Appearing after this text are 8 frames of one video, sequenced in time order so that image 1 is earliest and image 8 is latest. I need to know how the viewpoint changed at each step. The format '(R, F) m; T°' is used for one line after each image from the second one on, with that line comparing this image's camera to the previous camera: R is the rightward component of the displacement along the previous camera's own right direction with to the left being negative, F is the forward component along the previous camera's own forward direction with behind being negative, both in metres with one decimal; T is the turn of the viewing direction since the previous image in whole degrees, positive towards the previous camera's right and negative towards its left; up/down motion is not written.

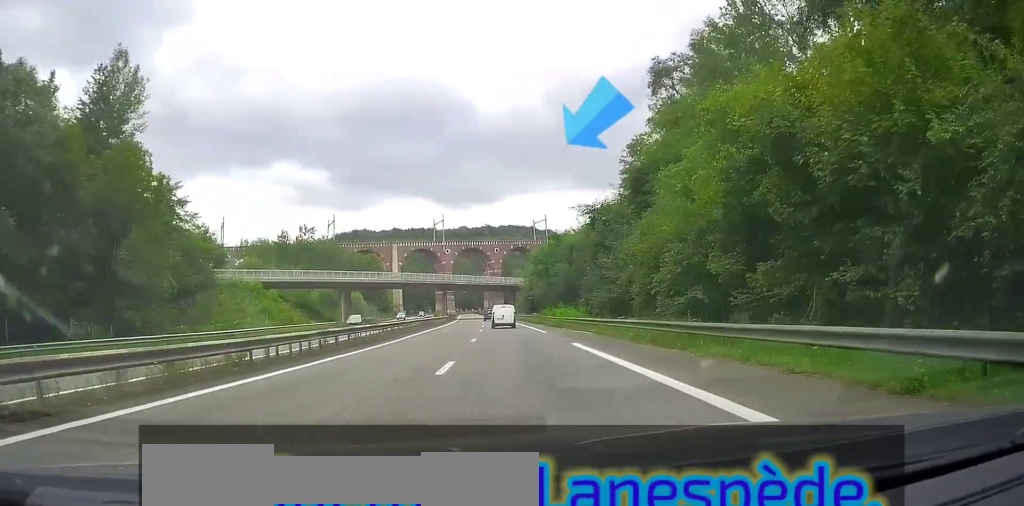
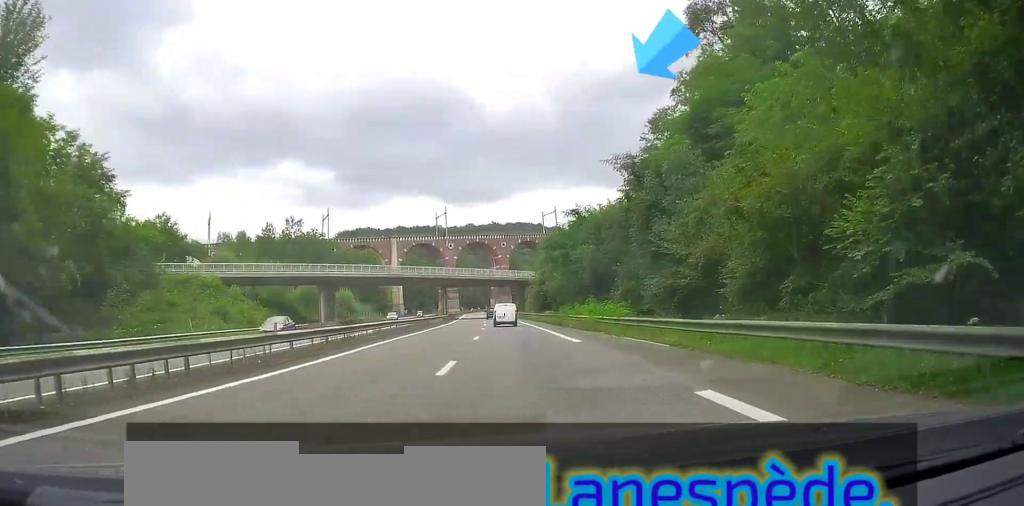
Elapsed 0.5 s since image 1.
(0.0, +13.3) m; 0°
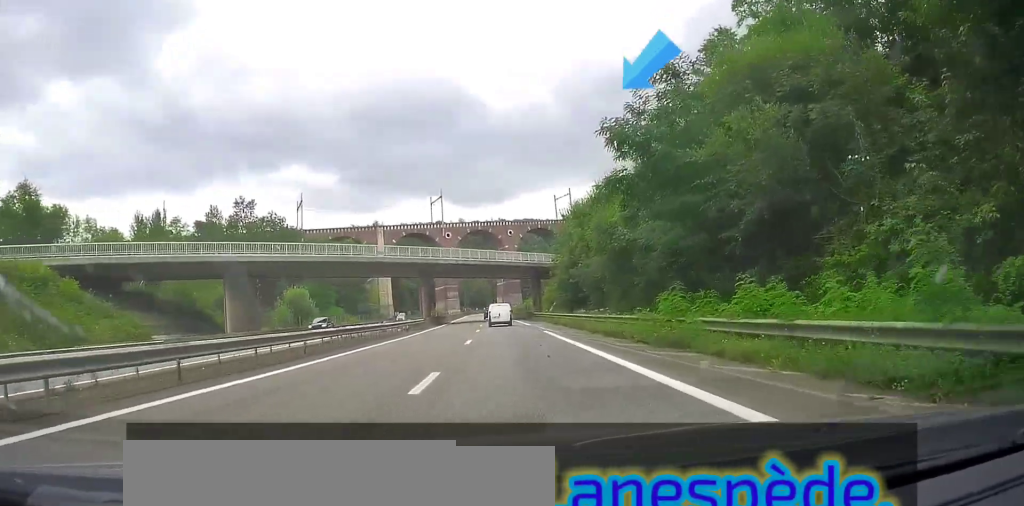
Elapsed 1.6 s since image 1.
(0.0, +28.3) m; 0°
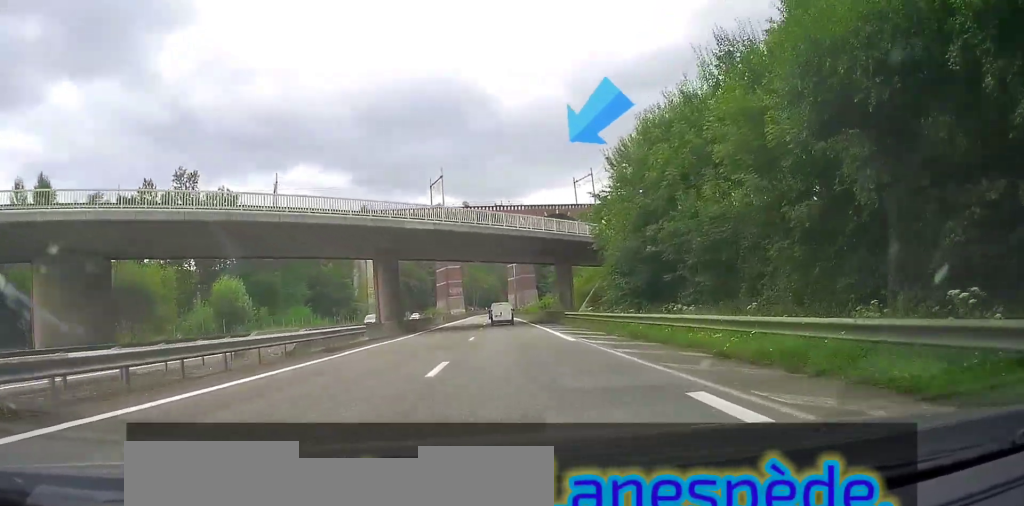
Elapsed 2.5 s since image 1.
(0.0, +23.8) m; 0°
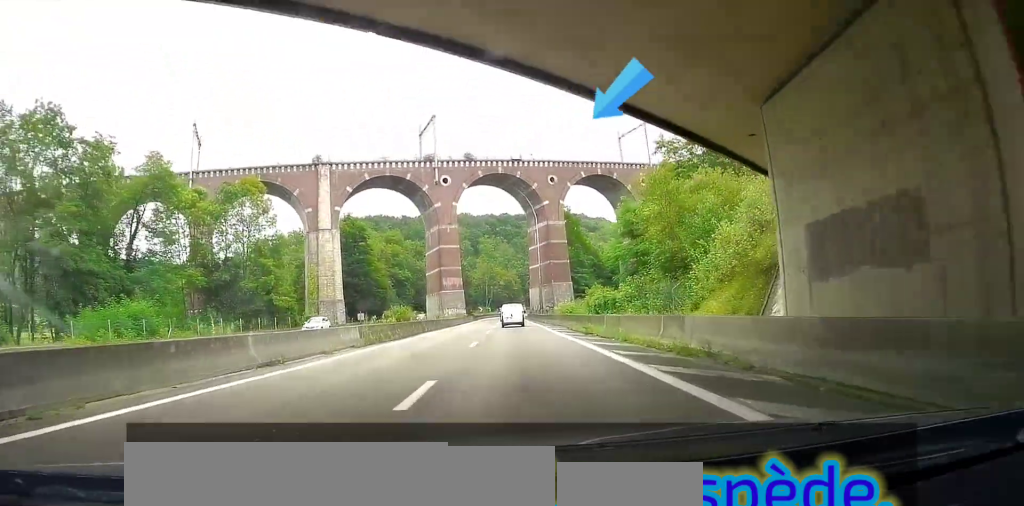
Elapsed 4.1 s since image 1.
(0.0, +42.3) m; 0°
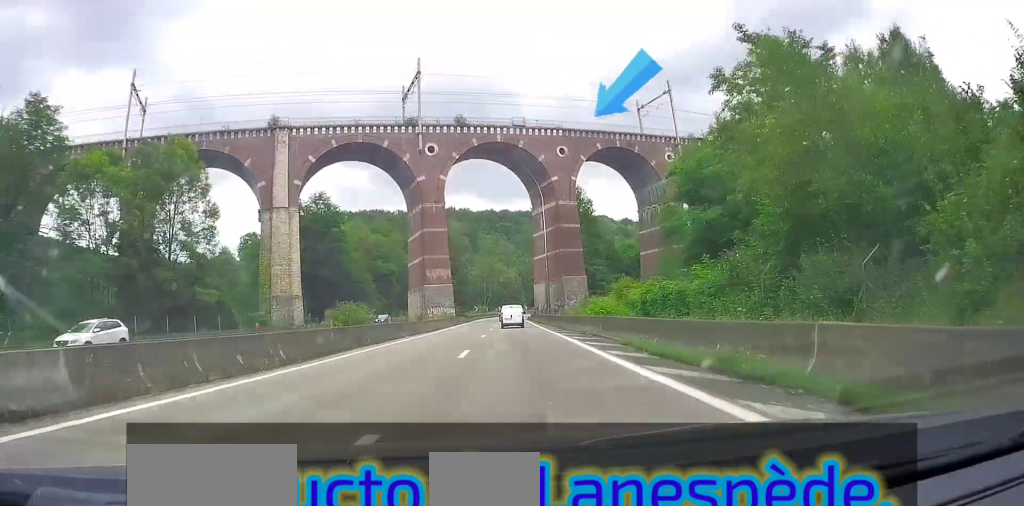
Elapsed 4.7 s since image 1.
(0.0, +17.2) m; 0°
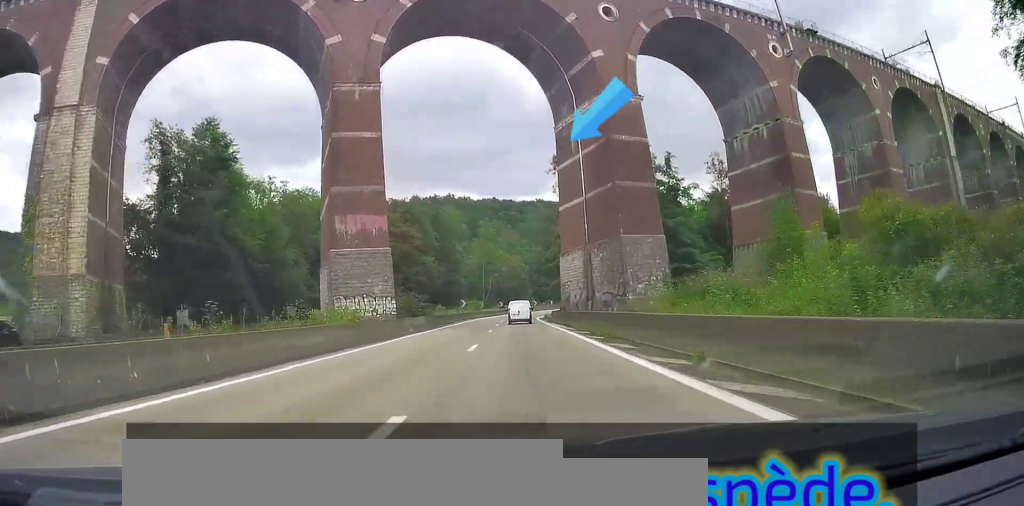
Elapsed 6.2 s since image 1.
(0.0, +38.2) m; 0°
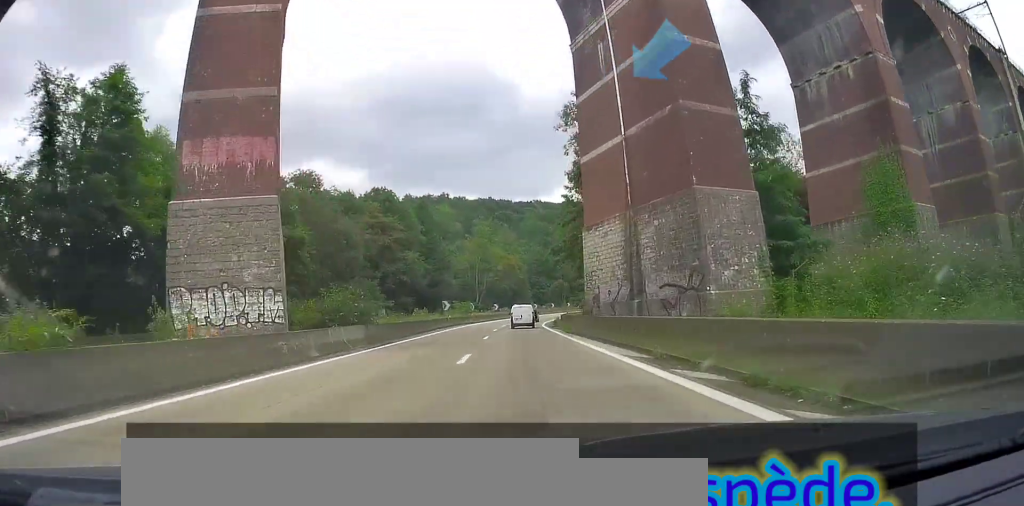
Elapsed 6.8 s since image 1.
(0.0, +16.0) m; 0°
